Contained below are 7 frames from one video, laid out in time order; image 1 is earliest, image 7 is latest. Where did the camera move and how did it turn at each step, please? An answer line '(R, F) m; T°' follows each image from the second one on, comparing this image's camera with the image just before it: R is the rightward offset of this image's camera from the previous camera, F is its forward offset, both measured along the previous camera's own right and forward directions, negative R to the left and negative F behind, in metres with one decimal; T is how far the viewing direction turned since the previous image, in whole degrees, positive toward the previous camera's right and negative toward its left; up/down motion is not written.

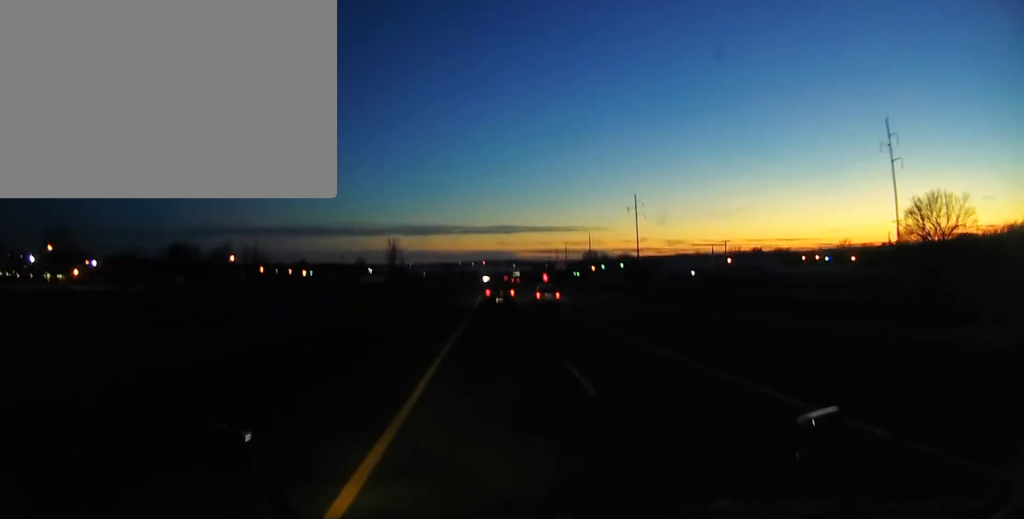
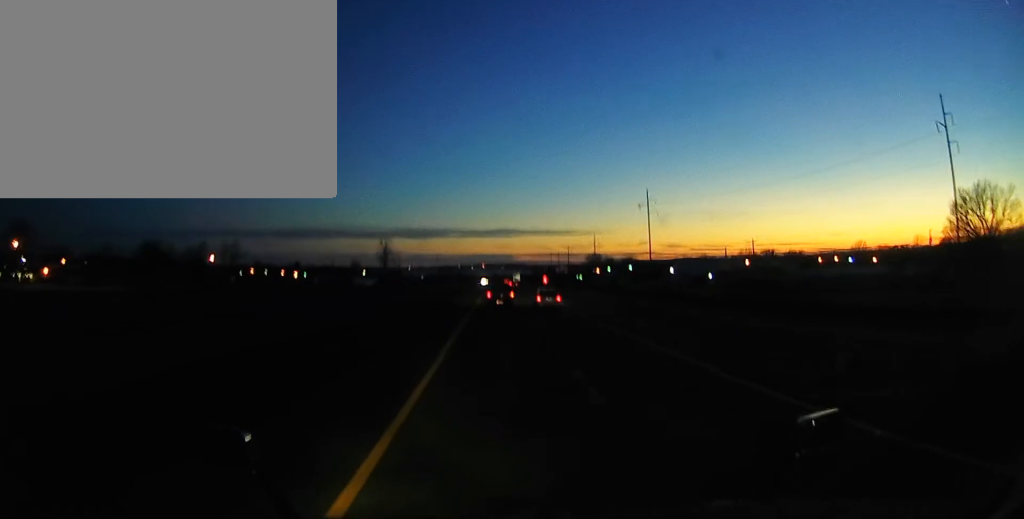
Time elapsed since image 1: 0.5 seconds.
(0.0, +14.6) m; 0°
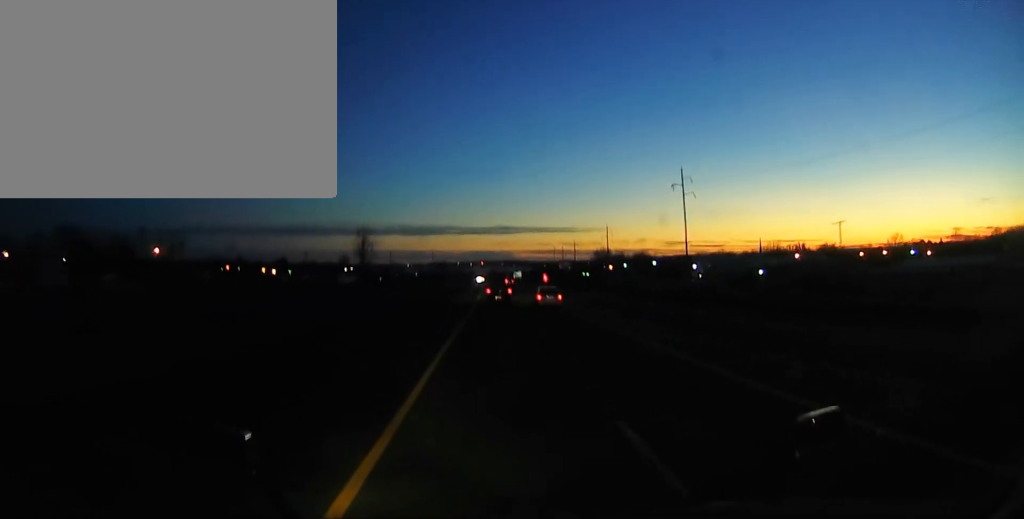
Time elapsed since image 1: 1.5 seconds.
(0.0, +32.3) m; 0°
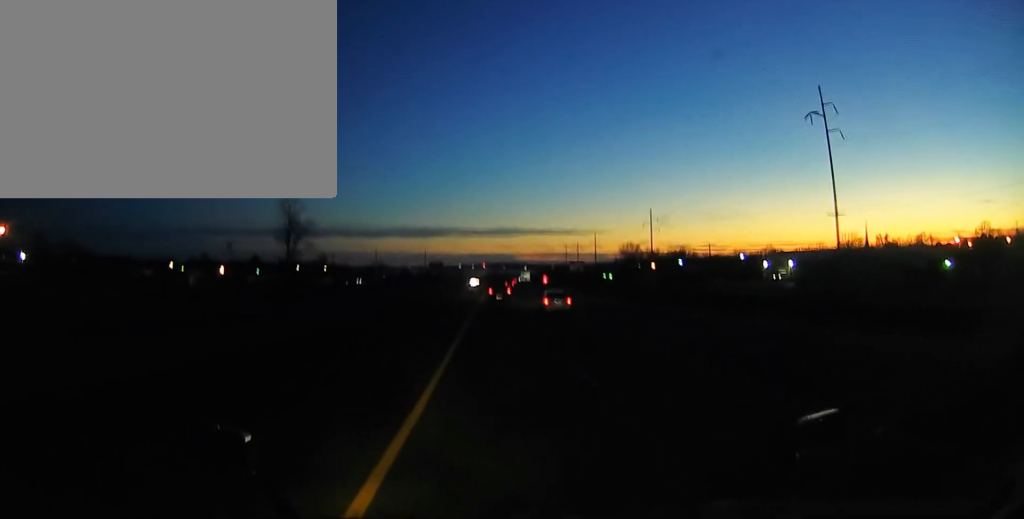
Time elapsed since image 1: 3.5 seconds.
(-1.5, +61.9) m; -1°
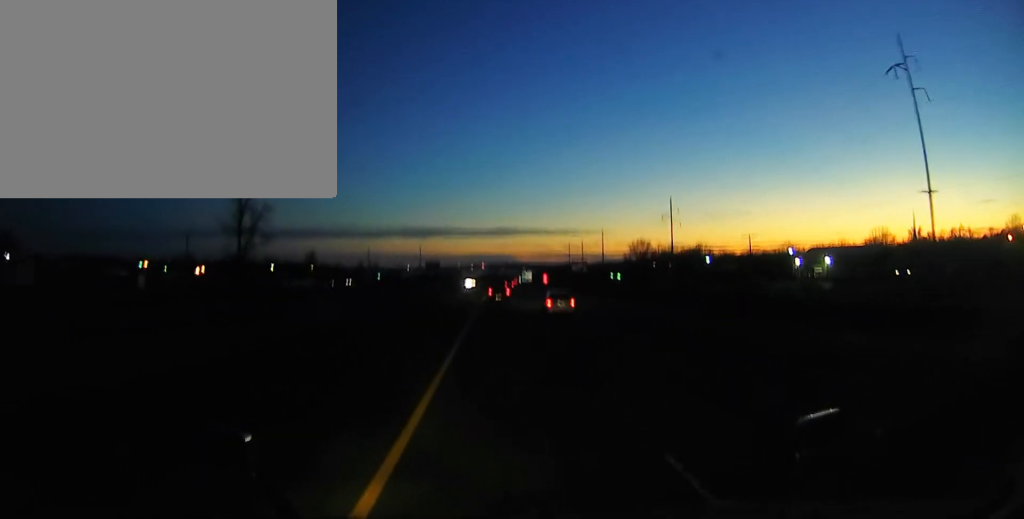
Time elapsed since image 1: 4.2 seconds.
(+0.5, +20.7) m; +1°
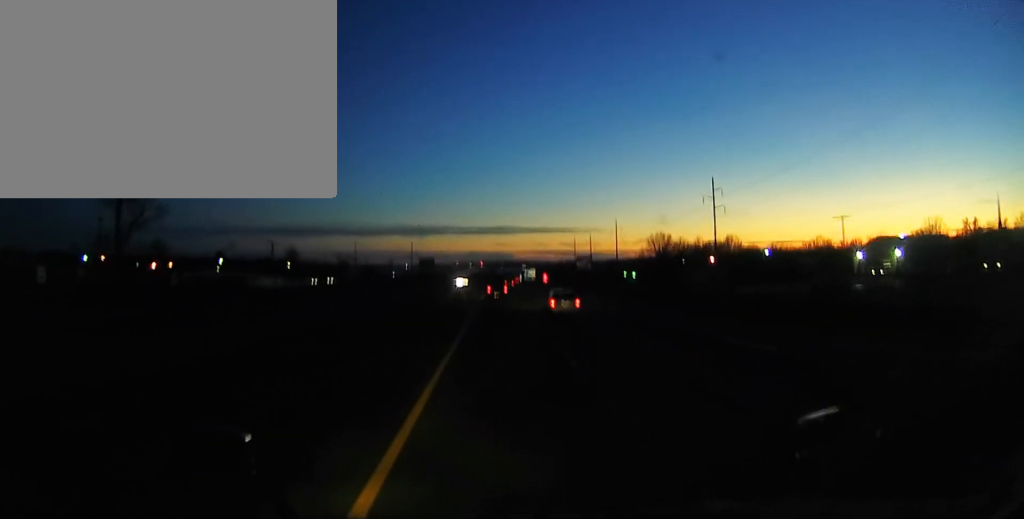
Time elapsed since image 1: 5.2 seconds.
(+0.2, +31.4) m; 0°
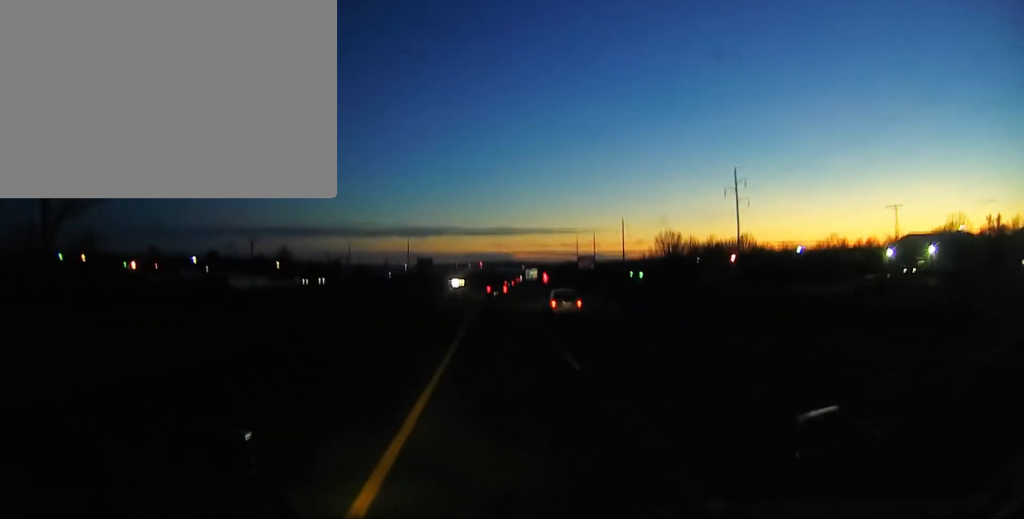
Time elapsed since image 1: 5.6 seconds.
(0.0, +12.7) m; 0°
